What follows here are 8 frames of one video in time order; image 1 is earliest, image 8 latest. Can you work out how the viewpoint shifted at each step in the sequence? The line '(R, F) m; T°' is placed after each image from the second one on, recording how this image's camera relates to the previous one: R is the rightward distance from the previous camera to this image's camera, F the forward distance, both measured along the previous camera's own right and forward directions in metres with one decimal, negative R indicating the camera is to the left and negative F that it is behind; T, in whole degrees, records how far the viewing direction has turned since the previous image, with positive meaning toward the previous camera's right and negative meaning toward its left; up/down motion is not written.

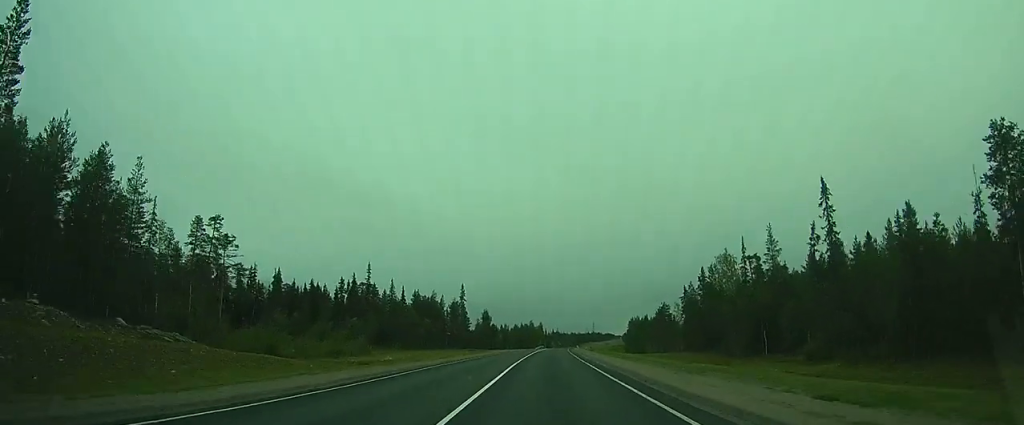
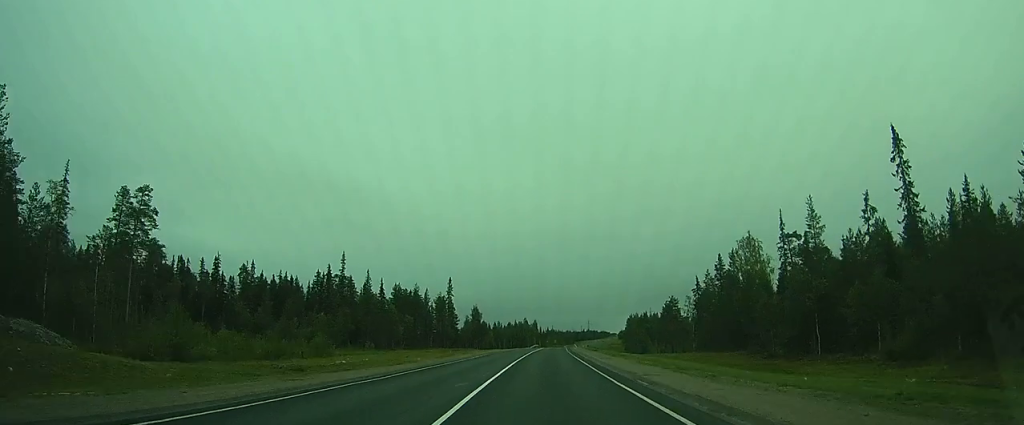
(0.0, +13.9) m; +2°
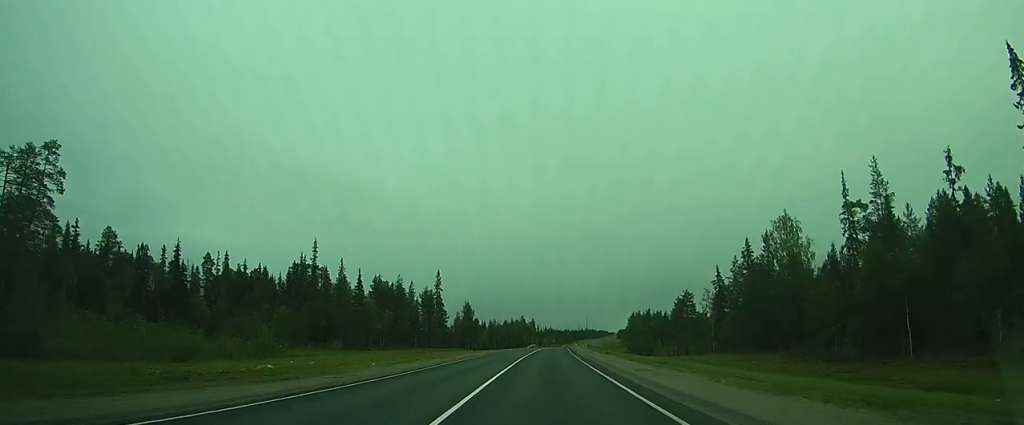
(+0.6, +14.1) m; +2°
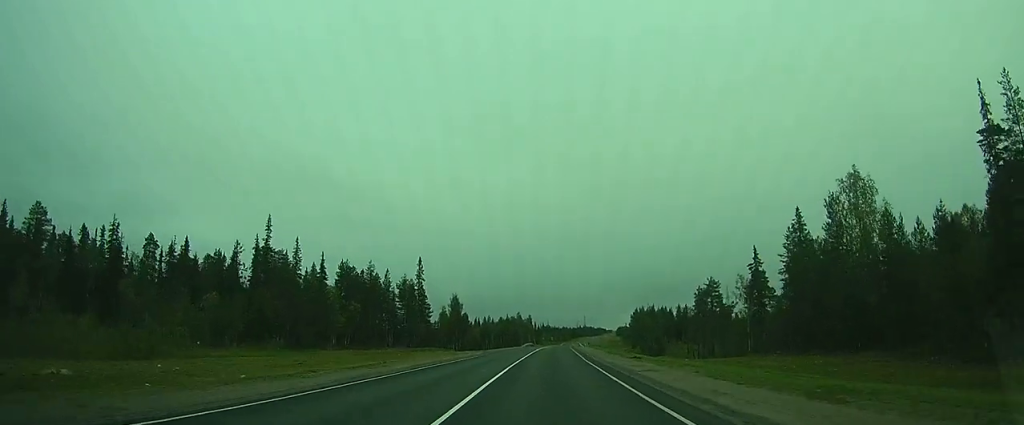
(+0.2, +18.0) m; +1°
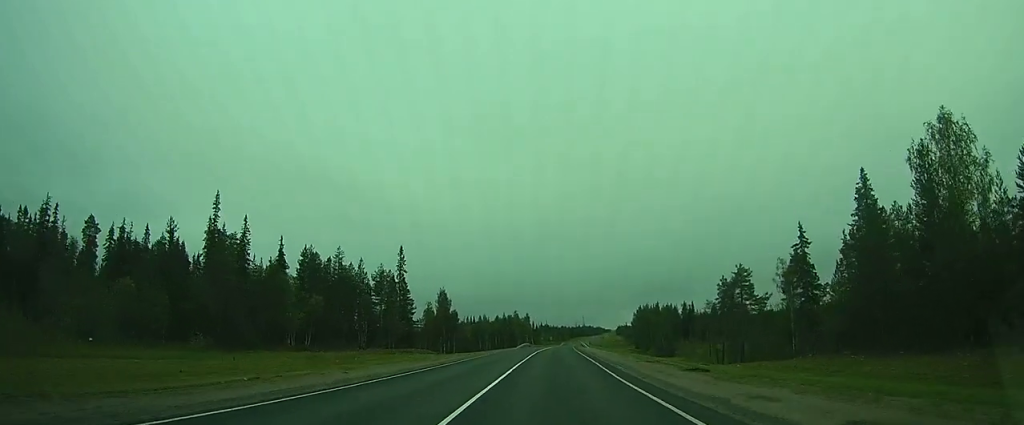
(0.0, +14.7) m; 0°
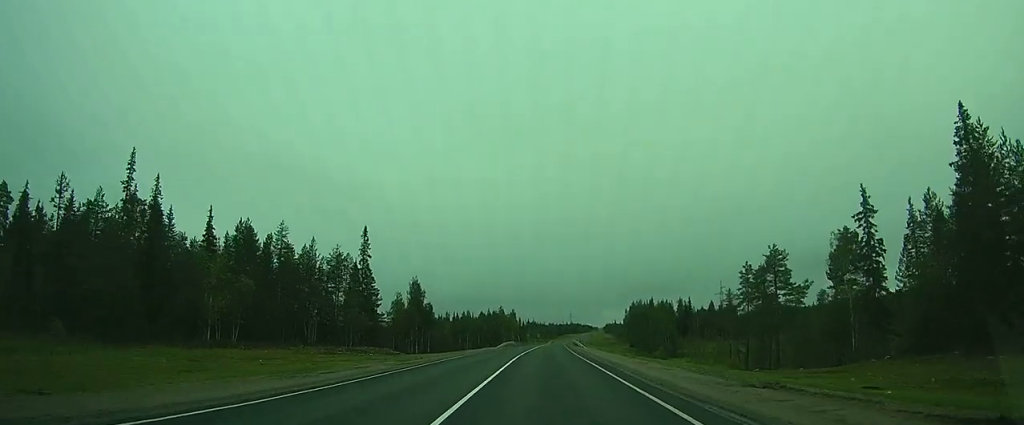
(0.0, +15.2) m; 0°
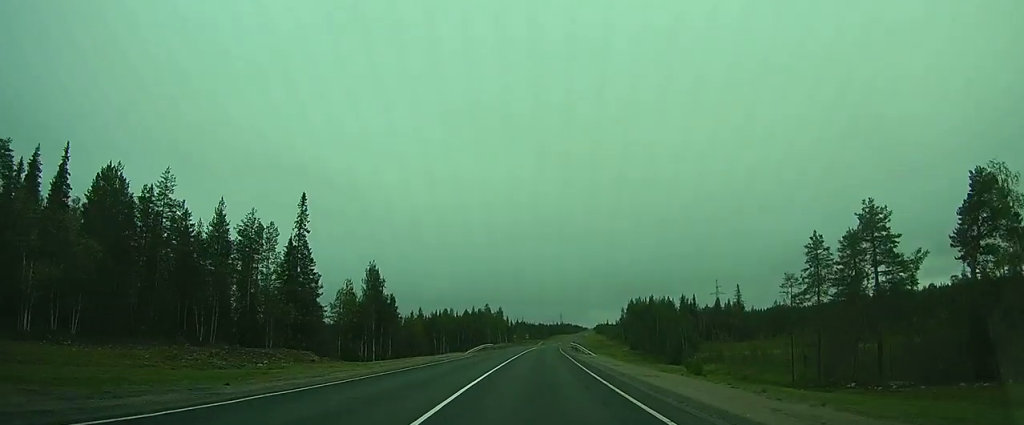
(+0.1, +20.3) m; 0°
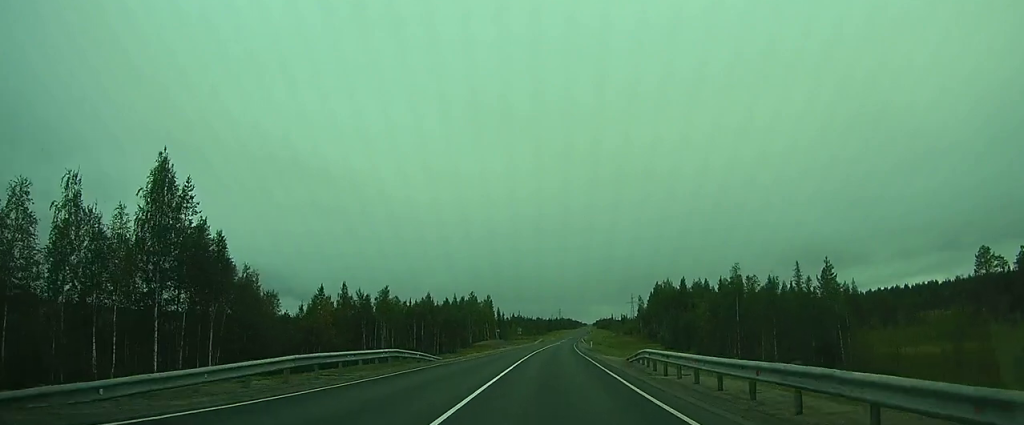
(+0.1, +45.9) m; 0°
